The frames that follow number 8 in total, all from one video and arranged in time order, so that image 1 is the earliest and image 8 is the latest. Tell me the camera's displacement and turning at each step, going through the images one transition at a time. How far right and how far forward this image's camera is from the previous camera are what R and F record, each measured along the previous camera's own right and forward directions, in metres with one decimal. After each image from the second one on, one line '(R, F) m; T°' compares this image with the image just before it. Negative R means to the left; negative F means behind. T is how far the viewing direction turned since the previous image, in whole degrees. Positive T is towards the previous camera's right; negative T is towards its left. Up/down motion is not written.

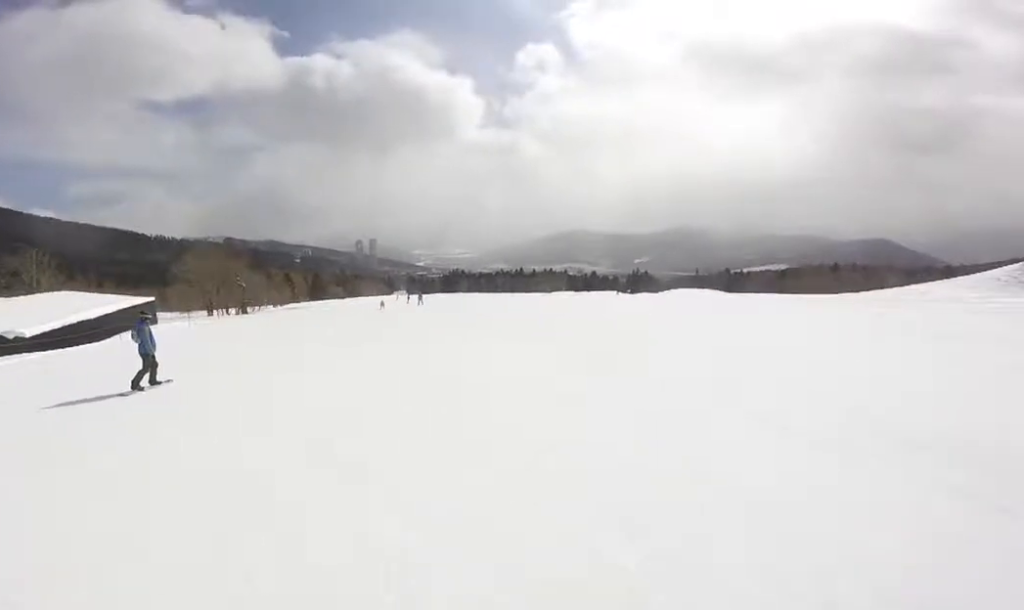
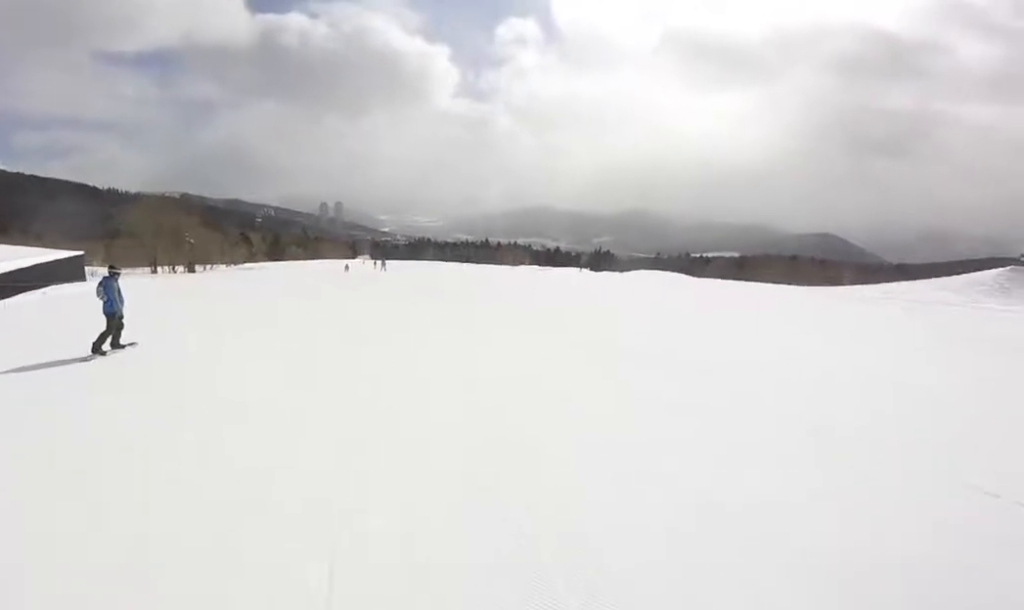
(+0.3, +5.0) m; -1°
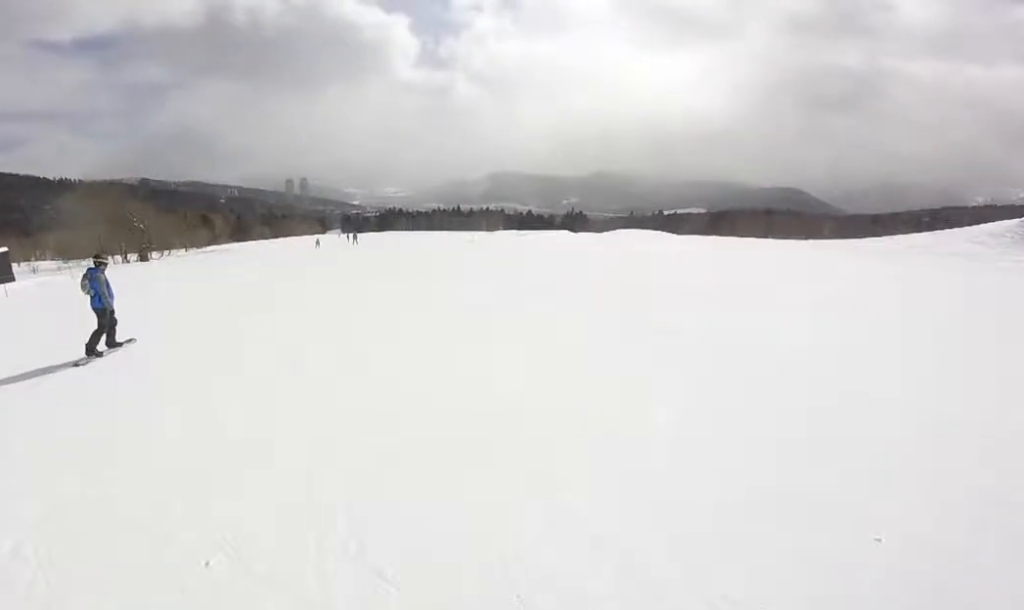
(+0.1, +5.8) m; -6°
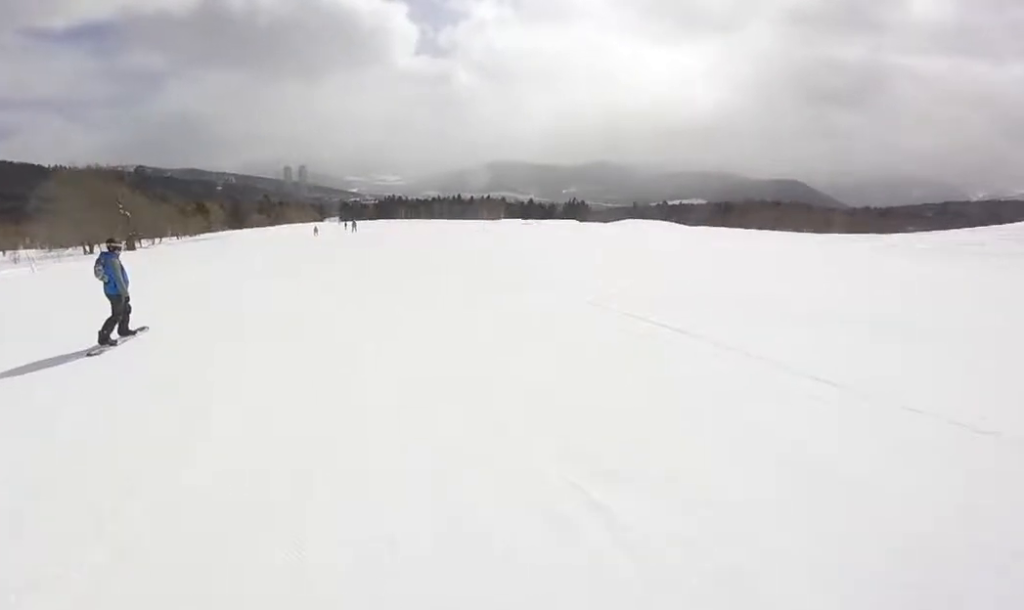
(-0.8, +3.9) m; -5°
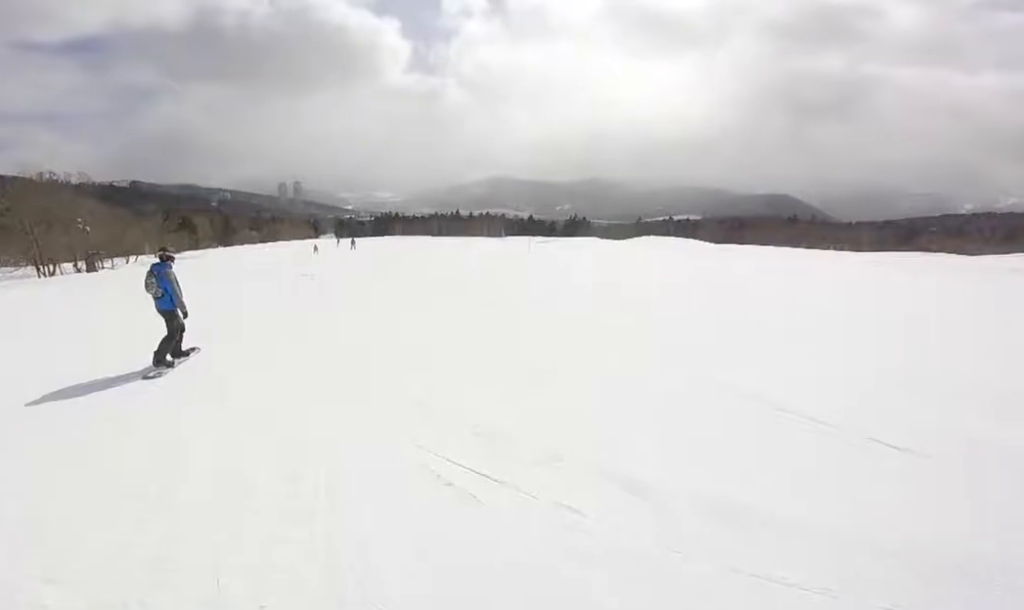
(+1.0, +11.0) m; +8°
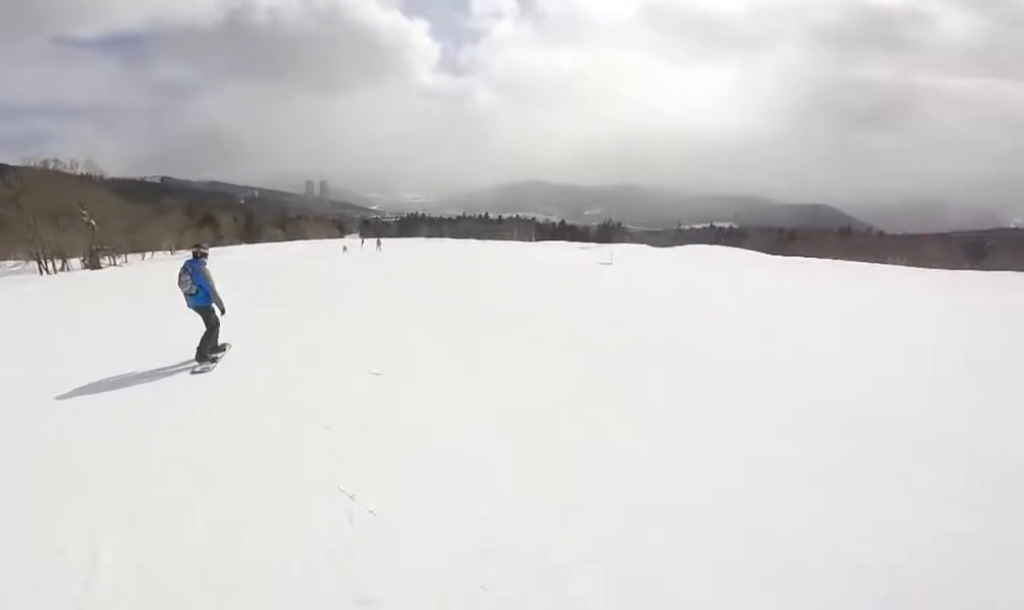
(+0.1, +6.8) m; -4°
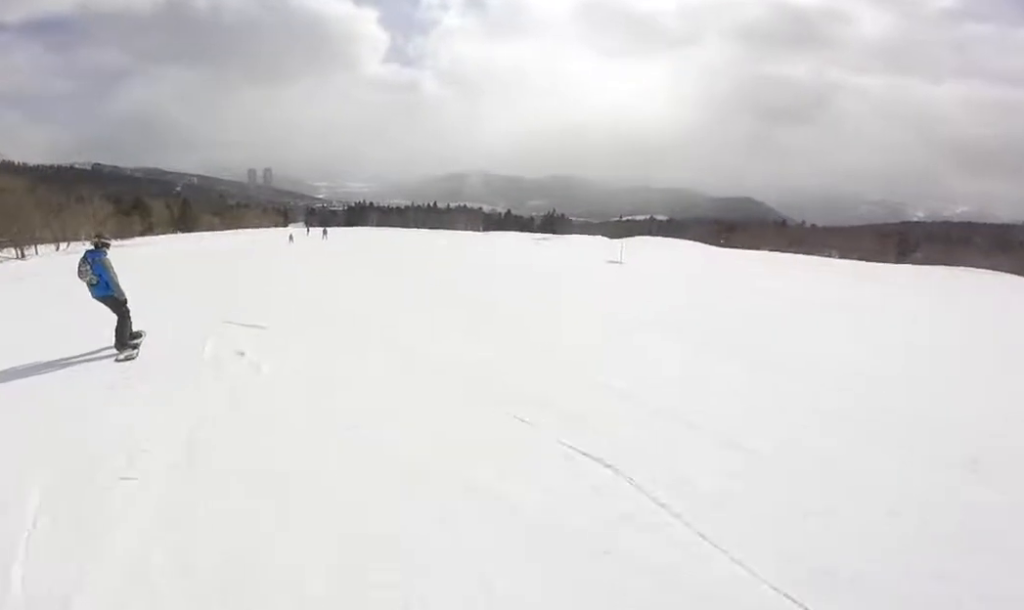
(-0.3, +5.9) m; -3°
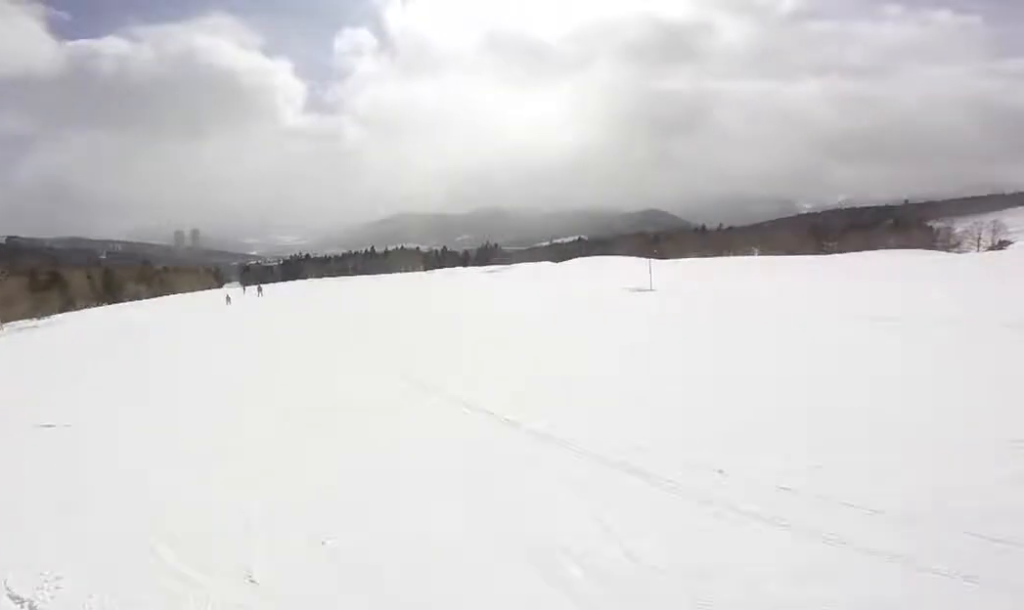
(-0.4, +5.7) m; +8°
